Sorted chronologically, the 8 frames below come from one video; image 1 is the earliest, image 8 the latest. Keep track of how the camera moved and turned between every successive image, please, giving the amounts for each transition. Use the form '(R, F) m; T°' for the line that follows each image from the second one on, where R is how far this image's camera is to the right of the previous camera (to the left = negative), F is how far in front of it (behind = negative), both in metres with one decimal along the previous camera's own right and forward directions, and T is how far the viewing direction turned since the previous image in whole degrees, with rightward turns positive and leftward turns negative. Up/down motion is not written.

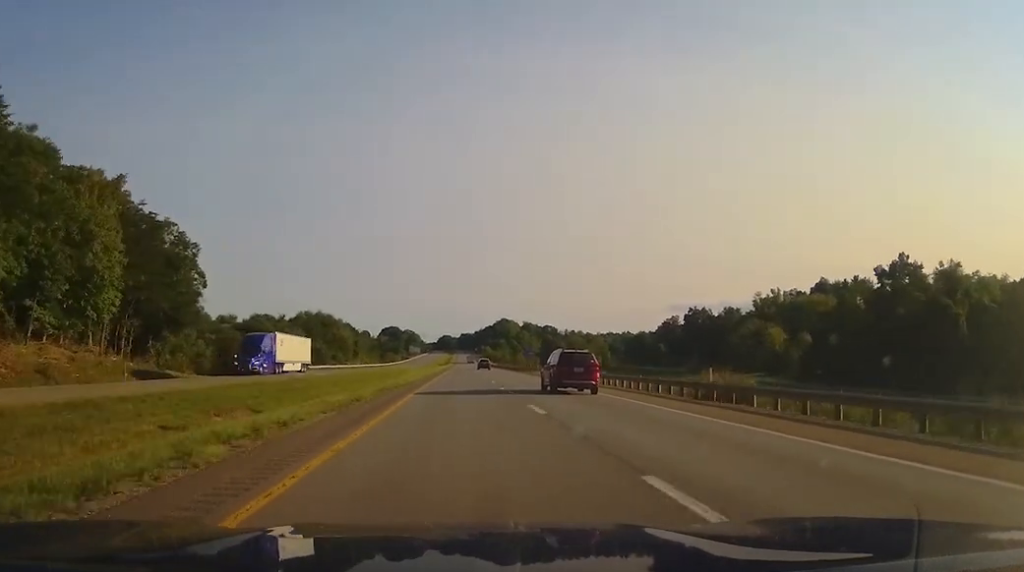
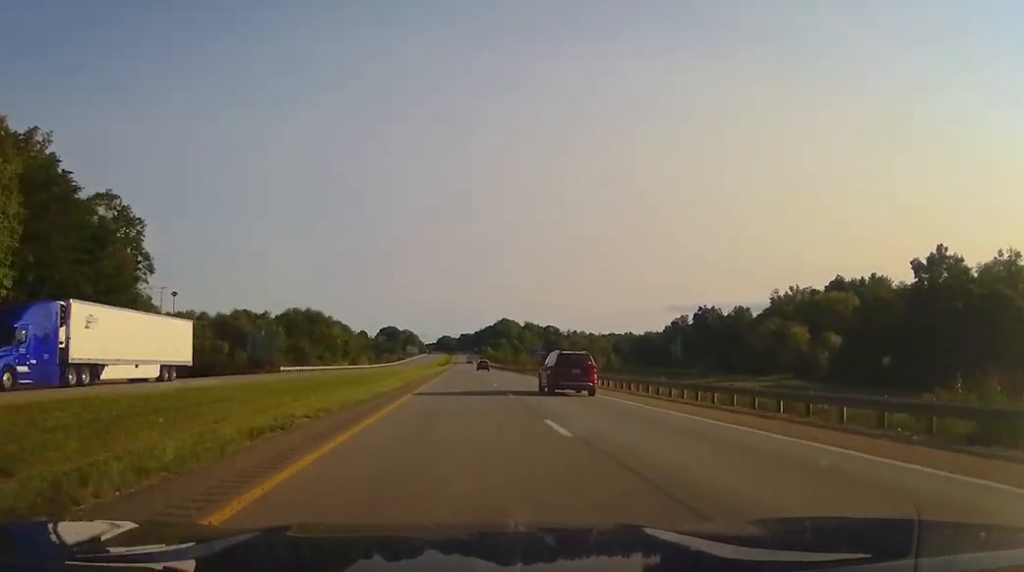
(-0.2, +17.8) m; 0°
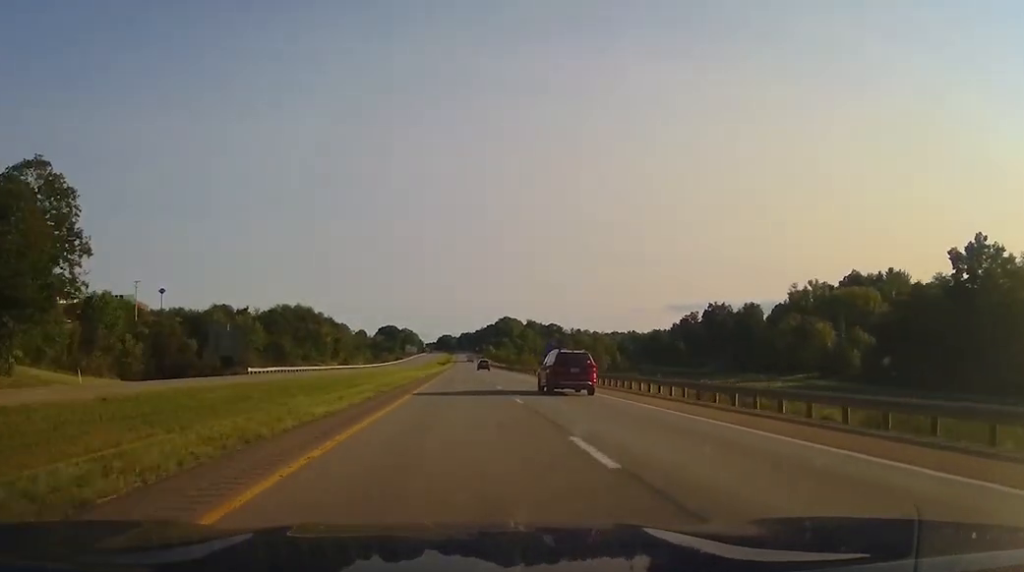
(+0.1, +15.6) m; 0°
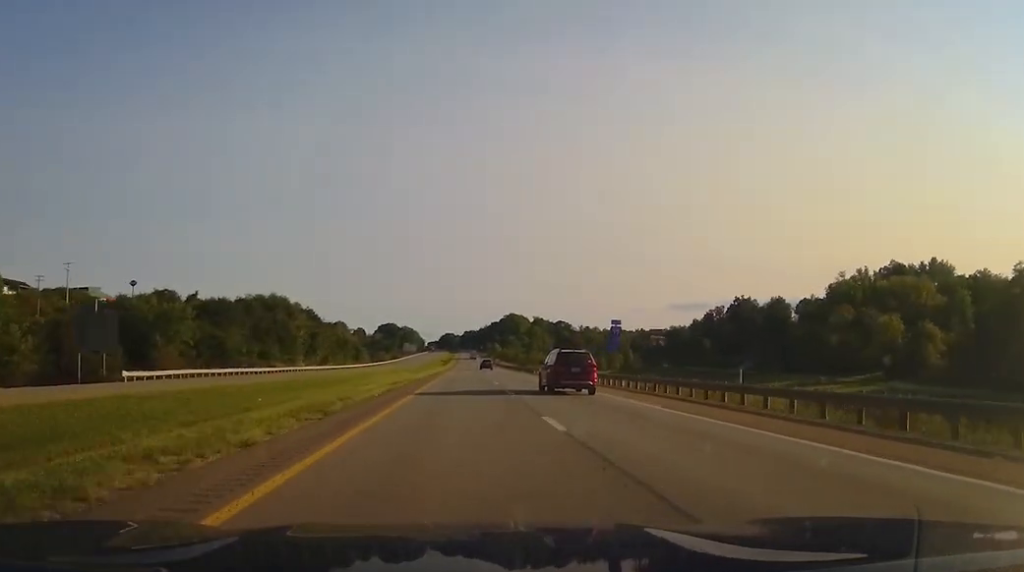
(+0.1, +33.1) m; 0°
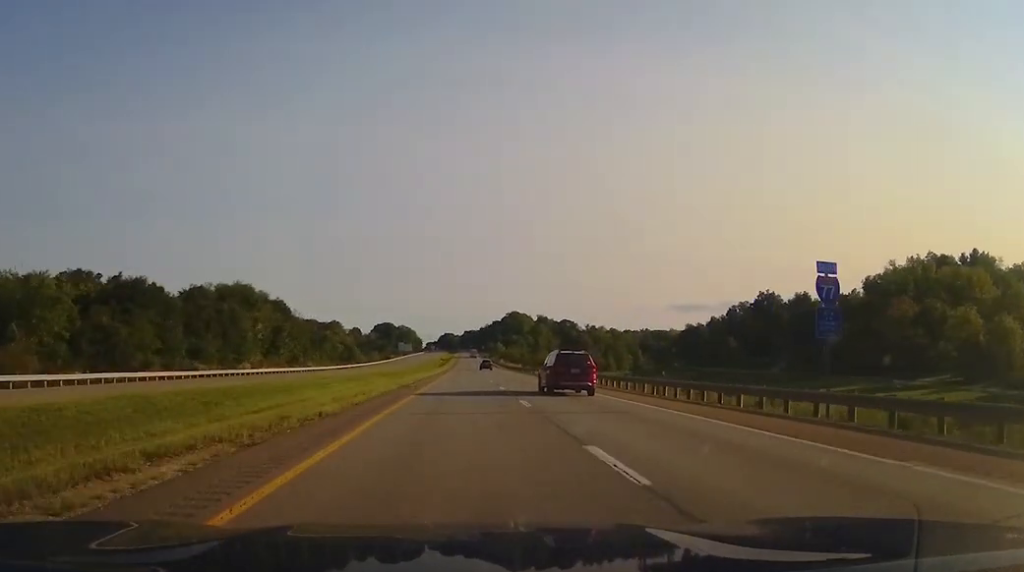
(-0.1, +30.0) m; 0°
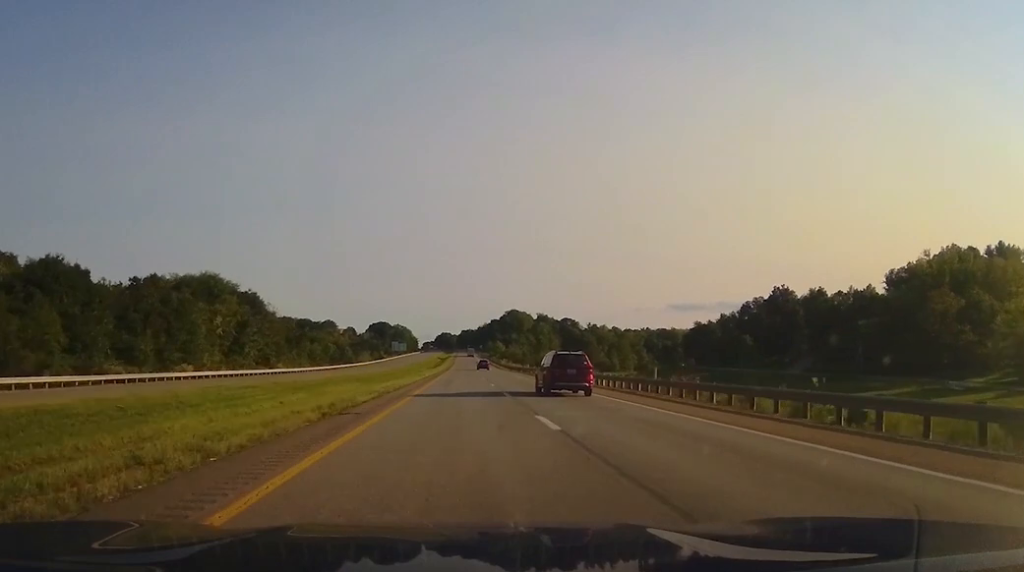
(-0.1, +18.7) m; 0°
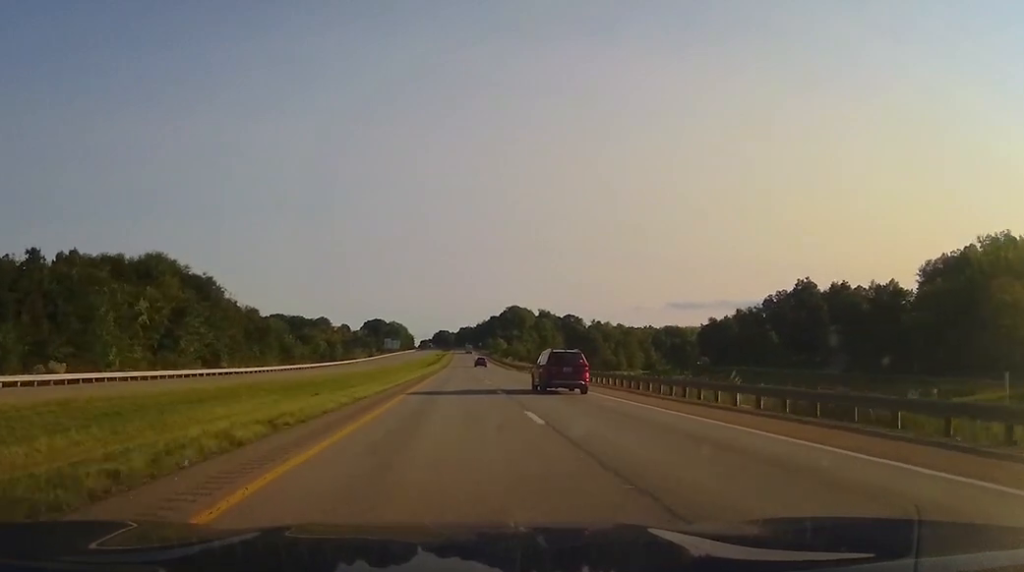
(-0.1, +23.9) m; +1°
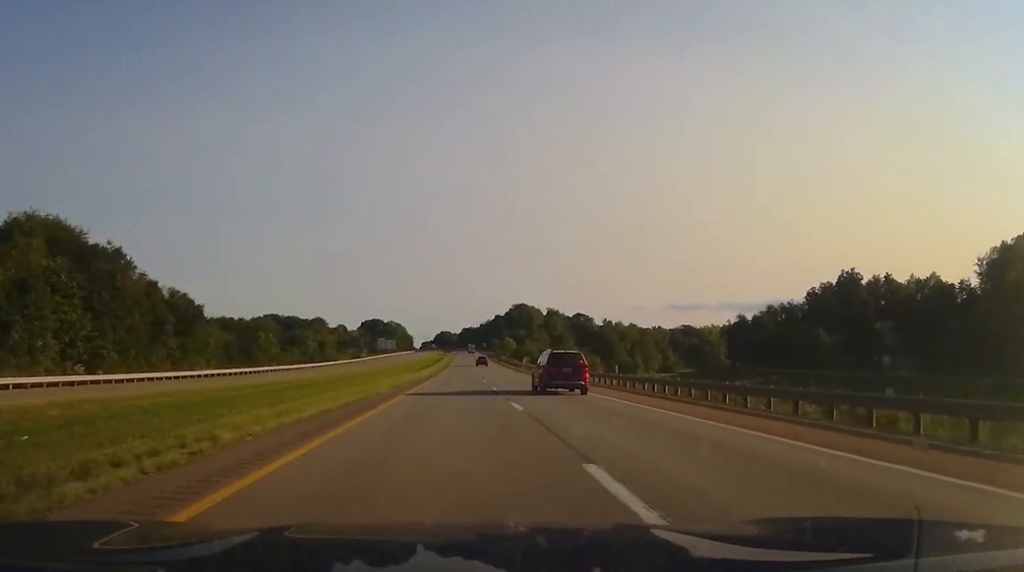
(+0.4, +33.0) m; 0°
